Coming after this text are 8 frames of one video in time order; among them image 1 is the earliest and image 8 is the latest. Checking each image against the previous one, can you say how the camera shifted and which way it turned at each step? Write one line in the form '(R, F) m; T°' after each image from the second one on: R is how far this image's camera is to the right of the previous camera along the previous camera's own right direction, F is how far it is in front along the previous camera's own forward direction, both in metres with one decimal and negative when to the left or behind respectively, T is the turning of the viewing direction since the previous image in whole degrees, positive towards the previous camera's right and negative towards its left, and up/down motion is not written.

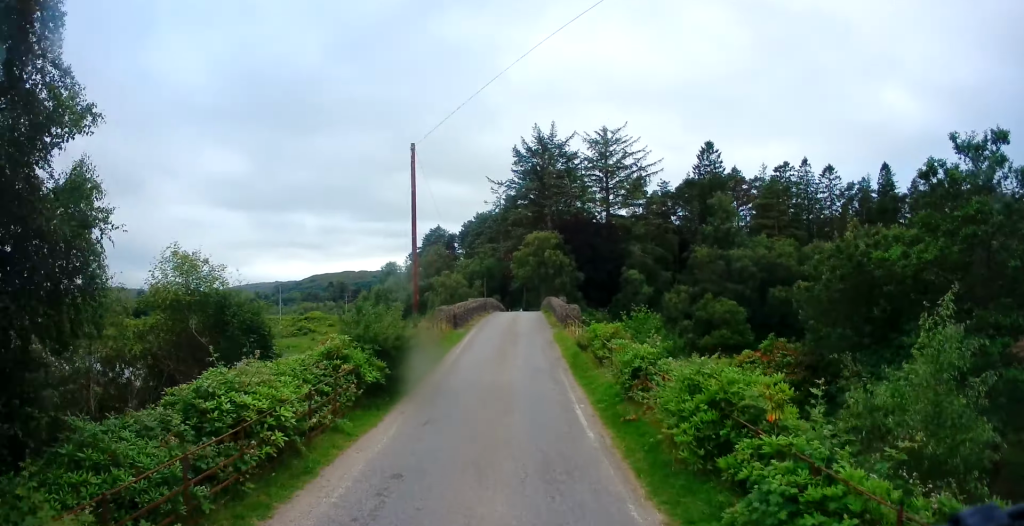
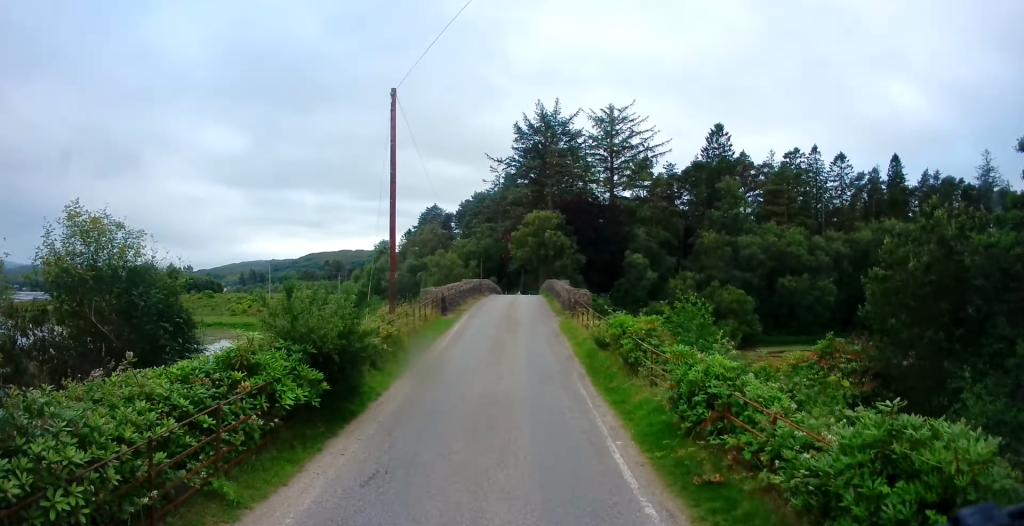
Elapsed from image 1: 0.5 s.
(0.0, +3.7) m; -1°
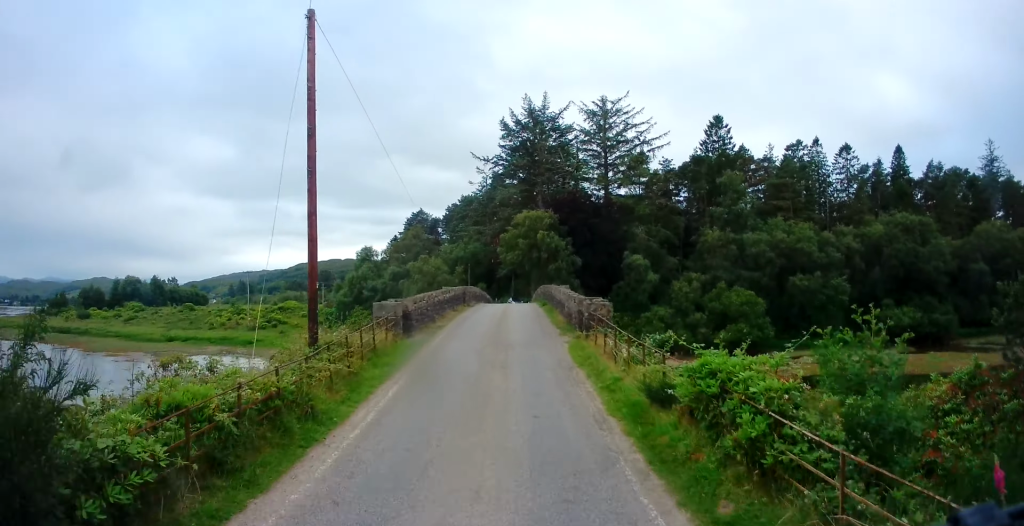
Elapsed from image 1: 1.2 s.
(-0.1, +5.6) m; 0°
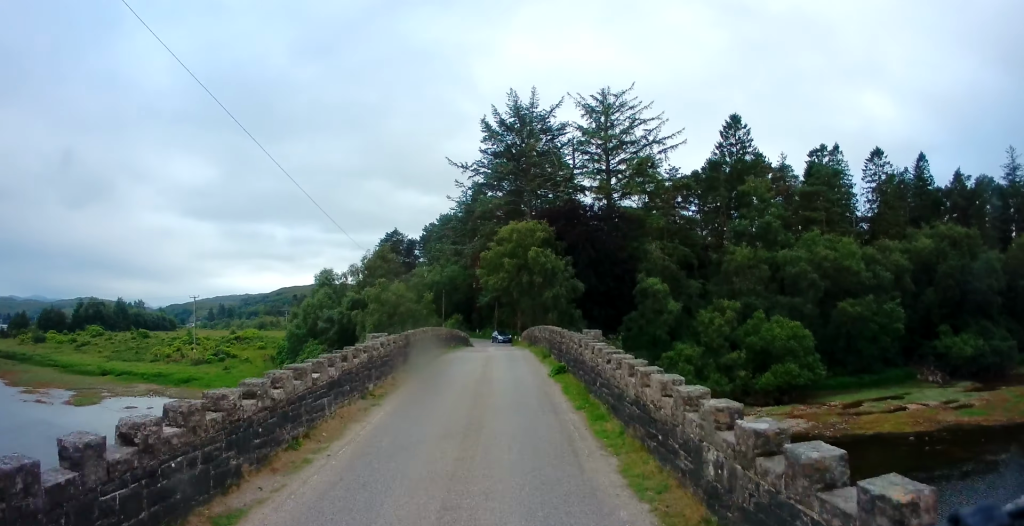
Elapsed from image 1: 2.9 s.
(+0.4, +14.3) m; +1°
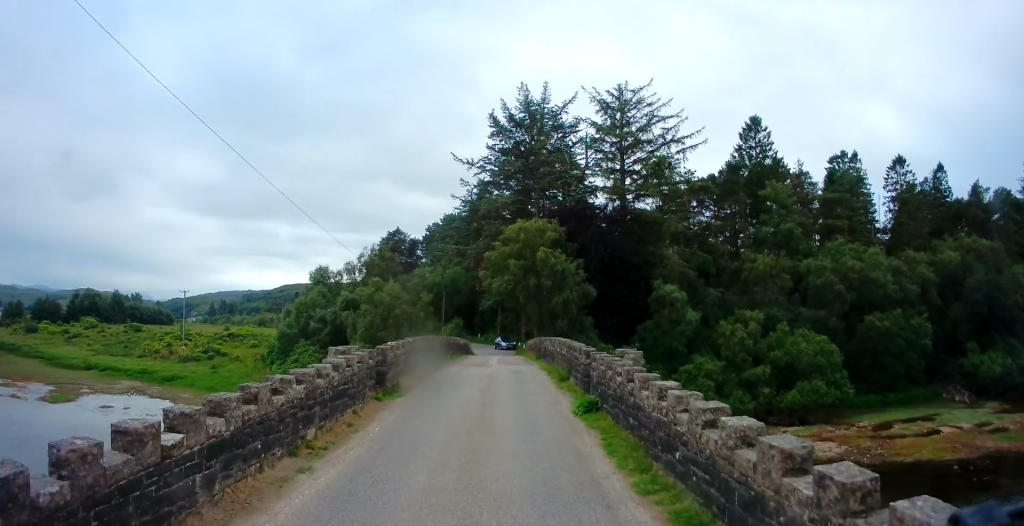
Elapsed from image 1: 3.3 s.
(-0.2, +4.4) m; -1°
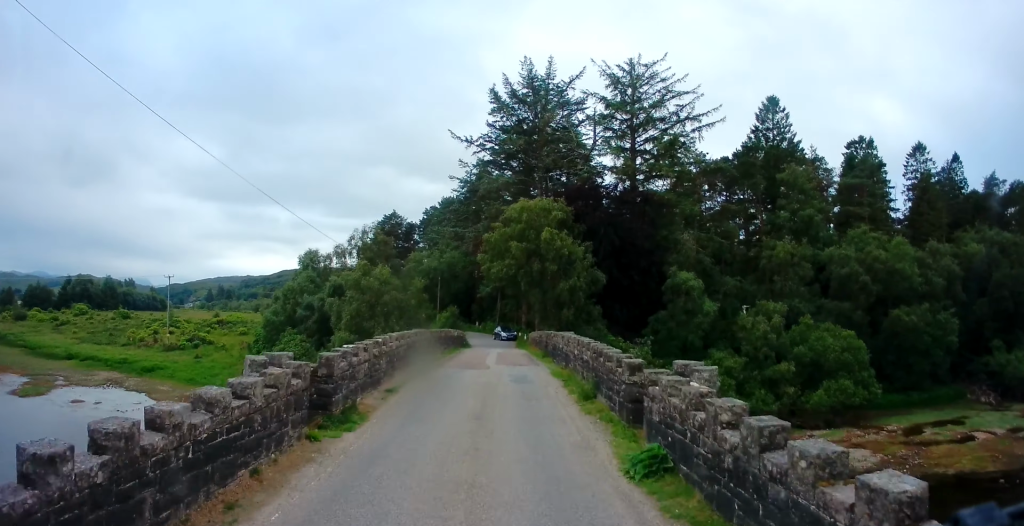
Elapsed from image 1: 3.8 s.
(-0.2, +4.4) m; -1°
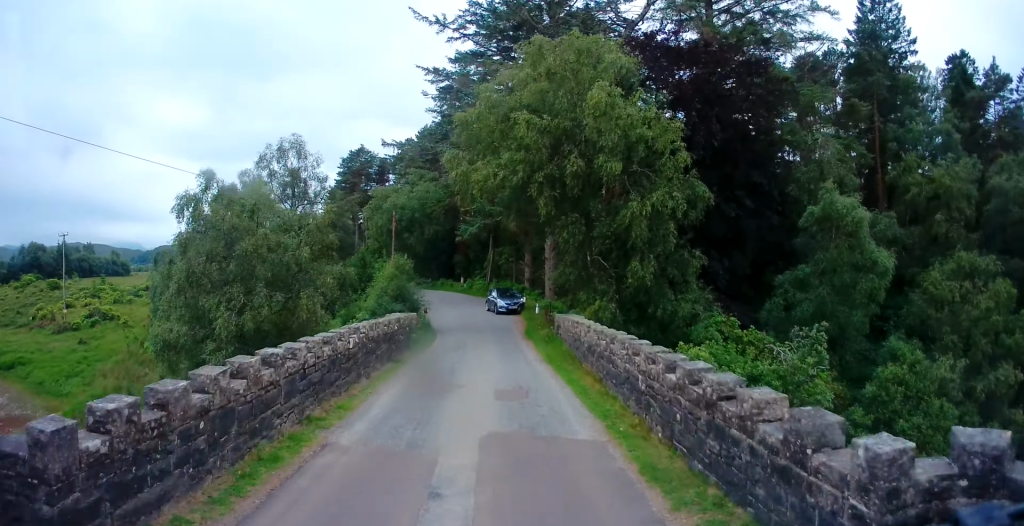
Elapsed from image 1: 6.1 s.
(+0.6, +23.0) m; +1°
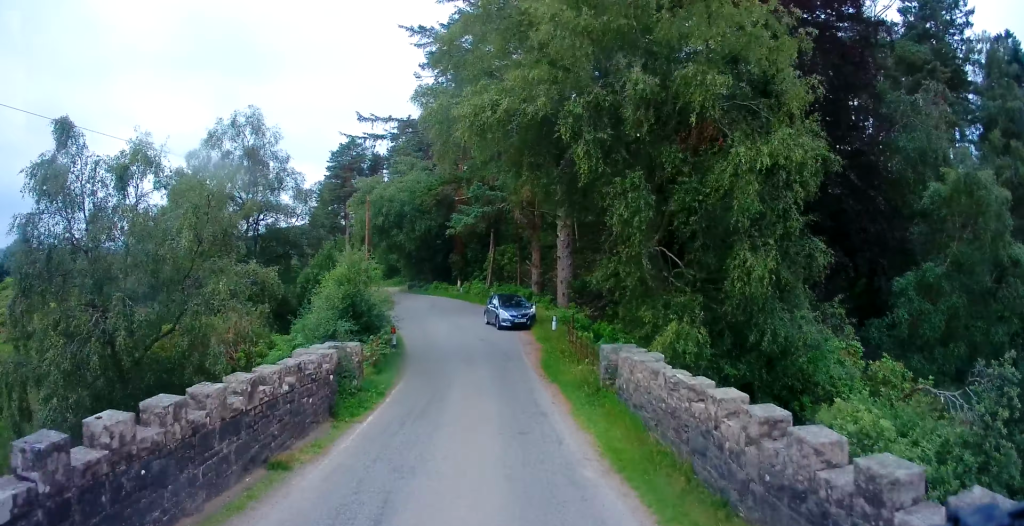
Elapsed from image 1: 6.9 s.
(0.0, +8.4) m; 0°
